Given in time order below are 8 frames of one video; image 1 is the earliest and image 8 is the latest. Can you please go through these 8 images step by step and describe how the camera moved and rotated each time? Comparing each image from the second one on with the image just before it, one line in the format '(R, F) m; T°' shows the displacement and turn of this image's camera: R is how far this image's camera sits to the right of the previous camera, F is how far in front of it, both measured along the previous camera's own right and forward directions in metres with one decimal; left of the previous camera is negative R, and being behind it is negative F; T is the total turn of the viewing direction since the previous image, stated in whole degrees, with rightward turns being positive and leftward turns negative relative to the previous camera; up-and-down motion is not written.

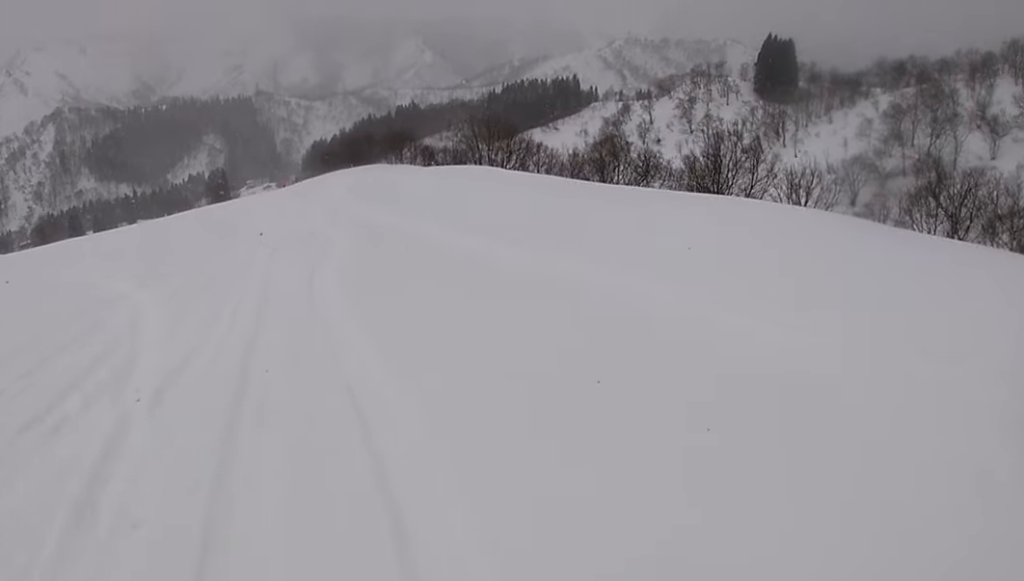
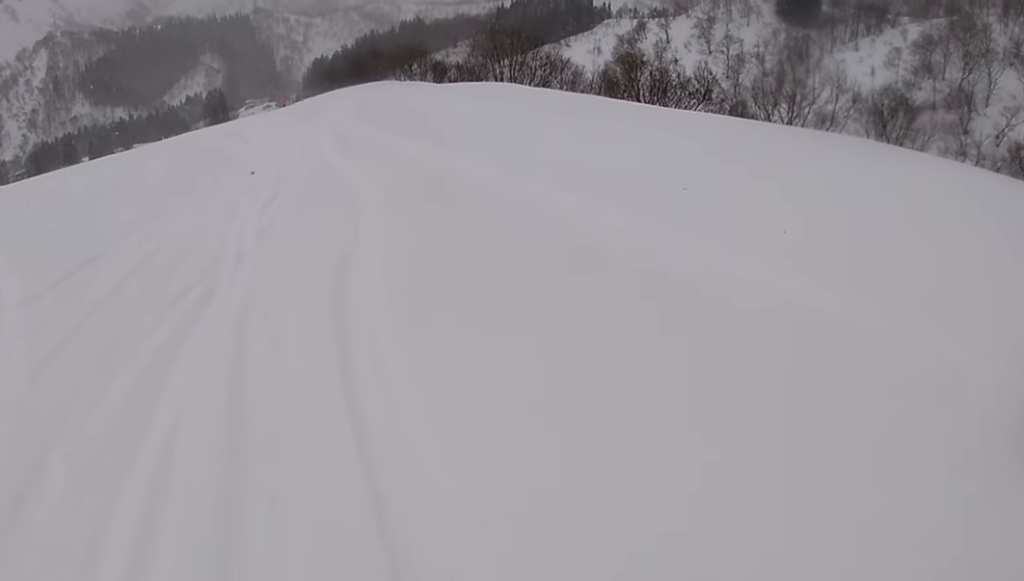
(-0.5, +5.4) m; -5°
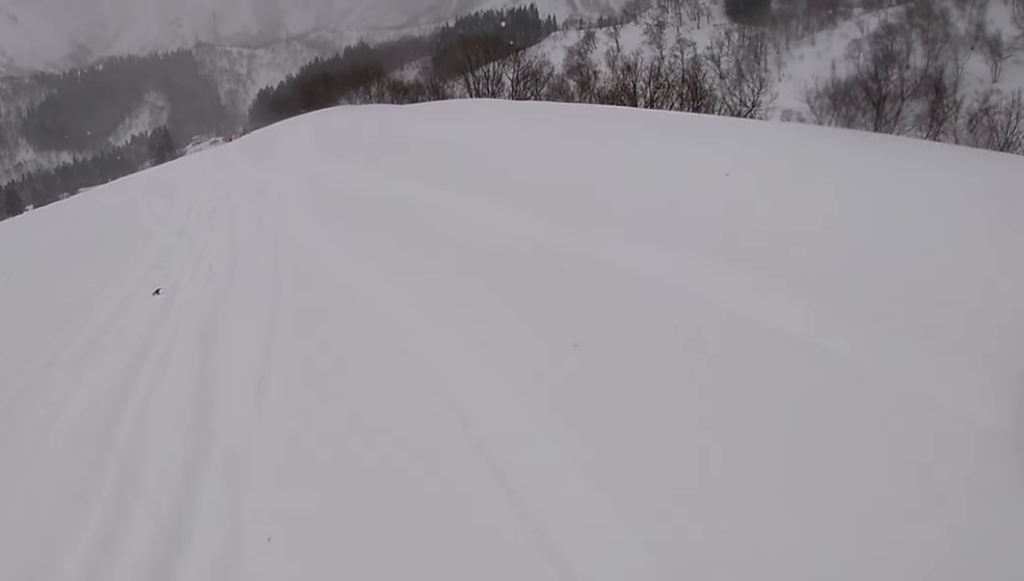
(-0.5, +8.8) m; -3°
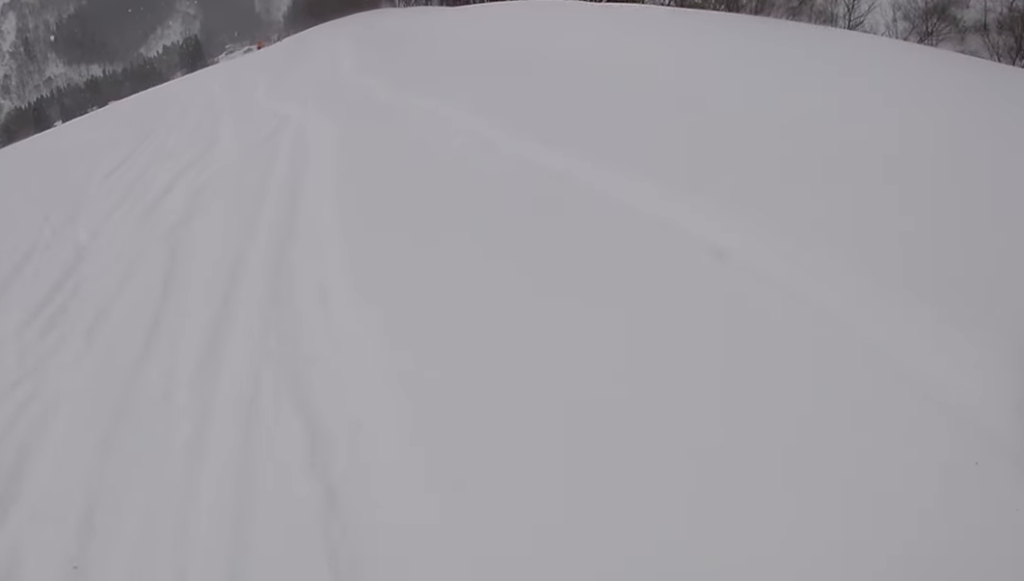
(+0.1, +6.8) m; +8°
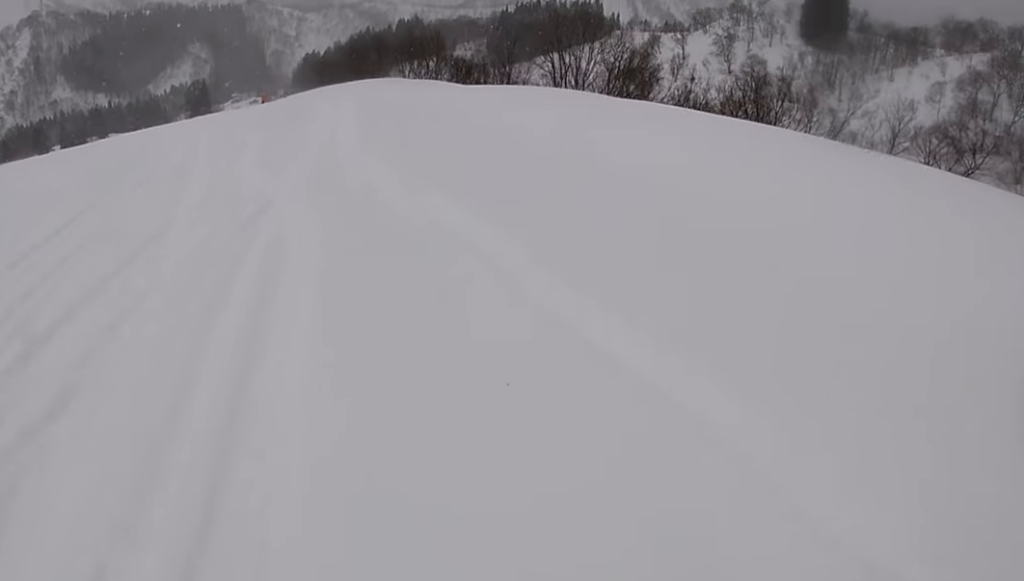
(+0.3, +2.9) m; 0°
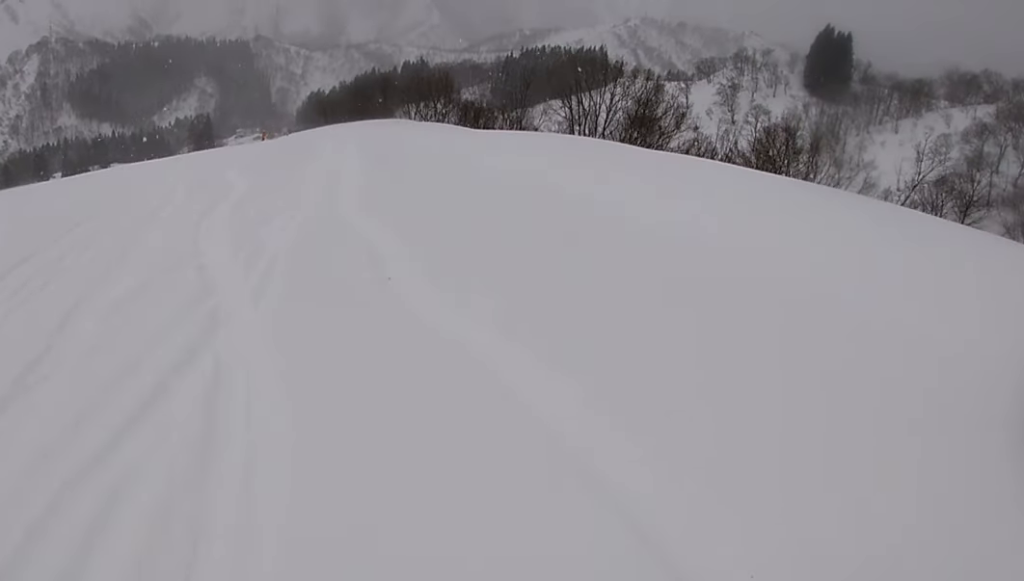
(+0.5, +3.6) m; 0°
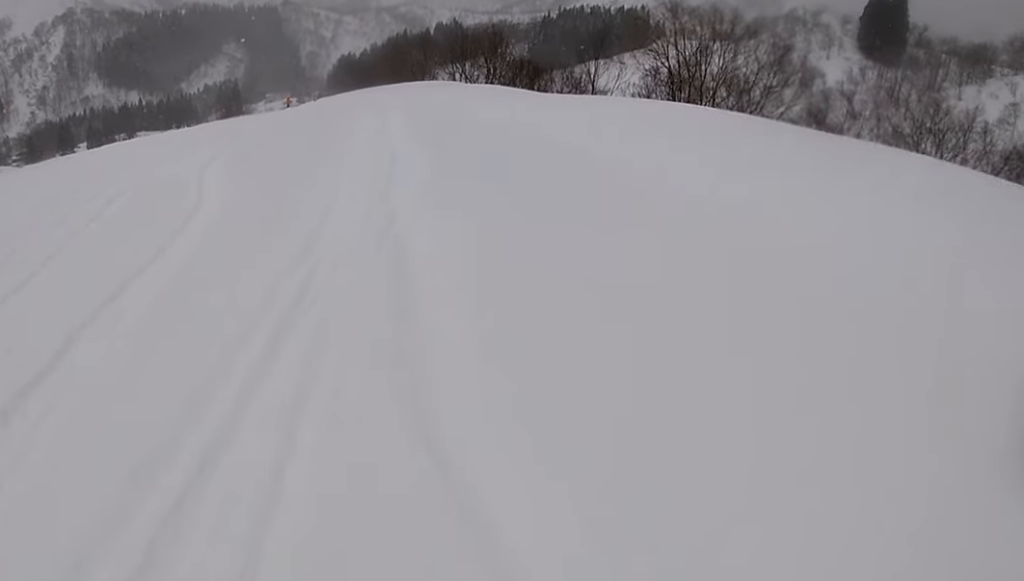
(-1.6, +8.7) m; -14°
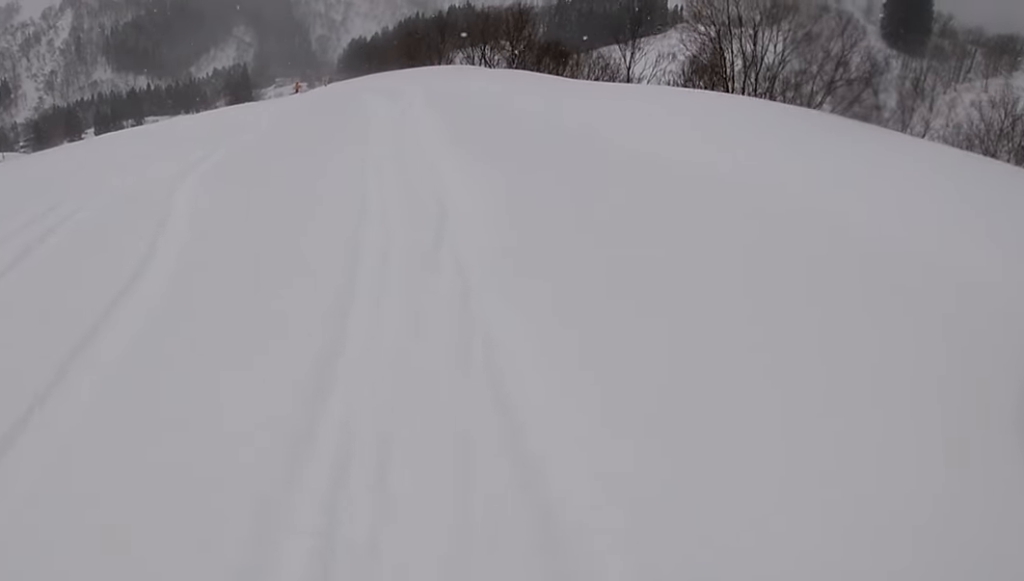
(-0.7, +3.6) m; +4°
